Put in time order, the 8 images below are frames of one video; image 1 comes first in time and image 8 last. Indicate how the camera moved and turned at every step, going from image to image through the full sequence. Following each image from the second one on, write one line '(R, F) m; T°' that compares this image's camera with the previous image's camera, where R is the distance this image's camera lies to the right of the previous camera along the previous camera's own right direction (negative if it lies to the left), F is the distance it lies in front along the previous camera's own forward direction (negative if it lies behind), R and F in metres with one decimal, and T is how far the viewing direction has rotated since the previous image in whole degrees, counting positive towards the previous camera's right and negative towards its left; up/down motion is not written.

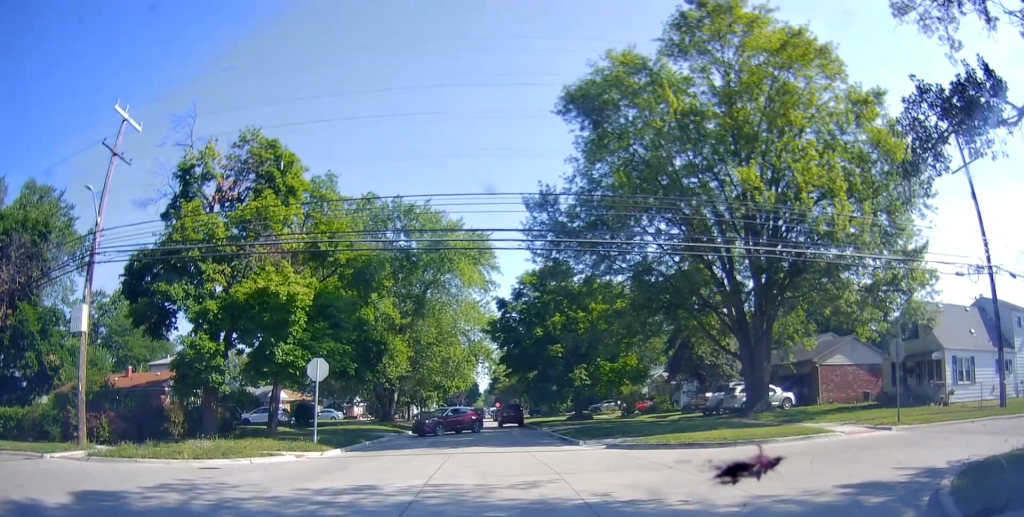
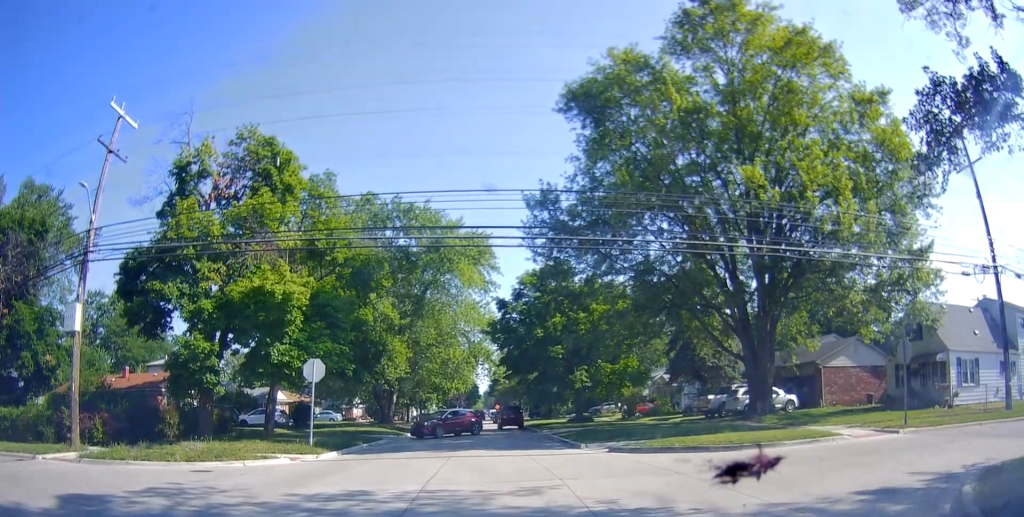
(0.0, +1.0) m; 0°
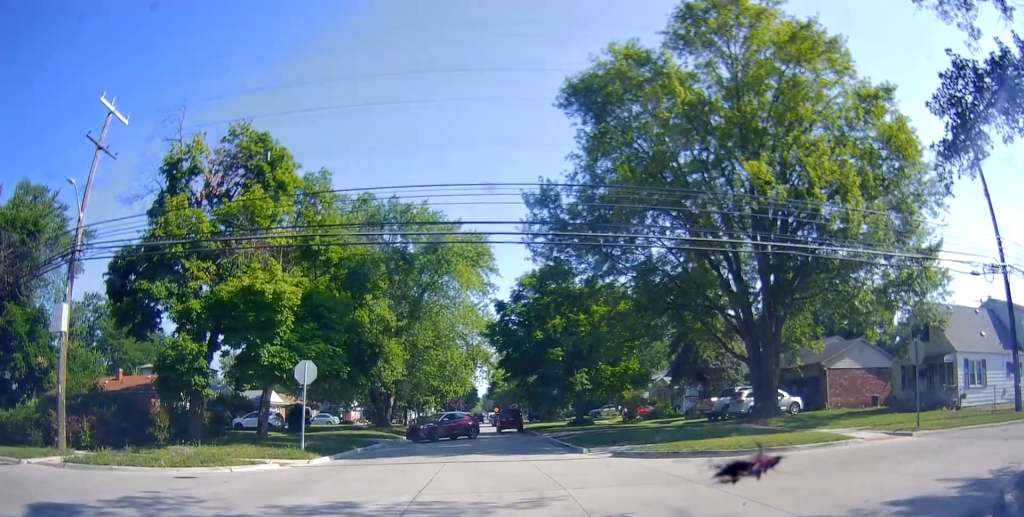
(0.0, +0.8) m; 0°
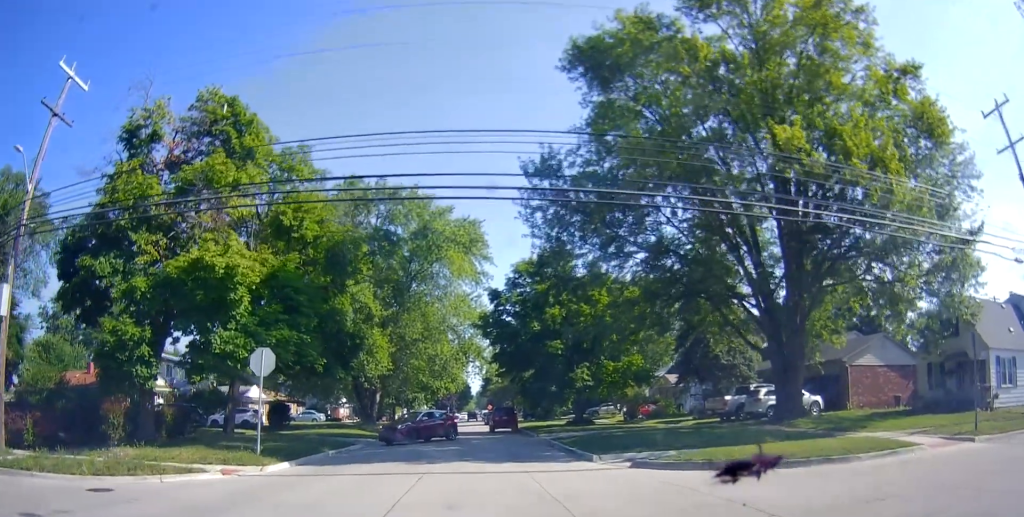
(0.0, +1.6) m; 0°
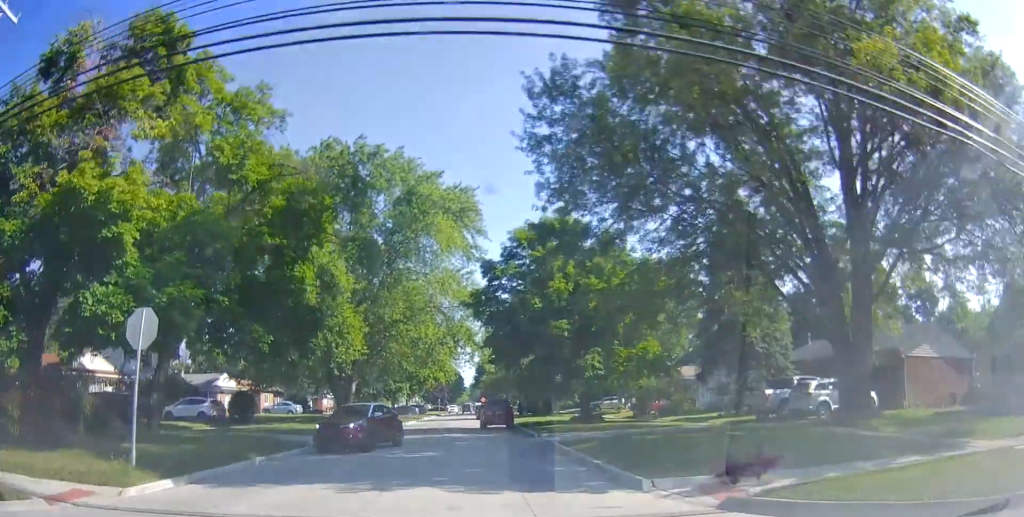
(0.0, +4.3) m; 0°
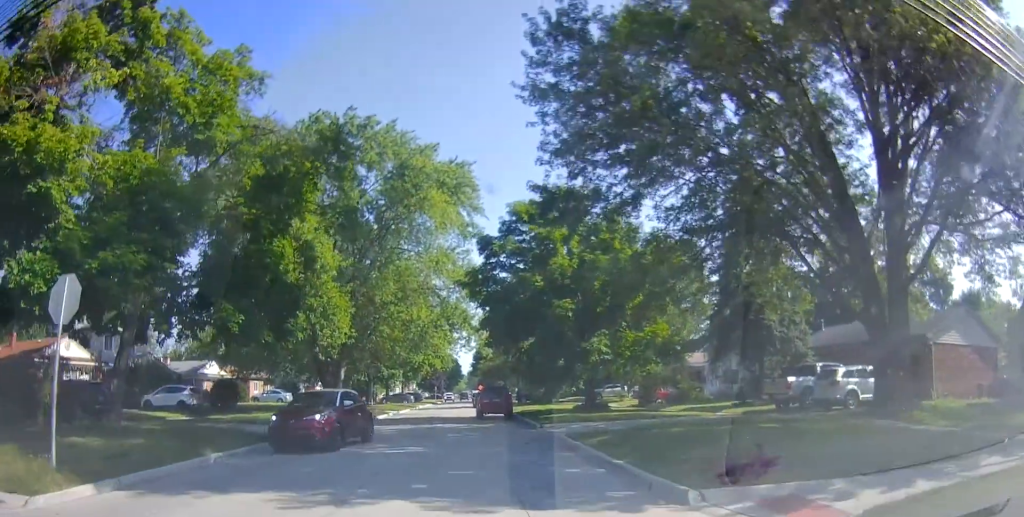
(0.0, +2.1) m; 0°
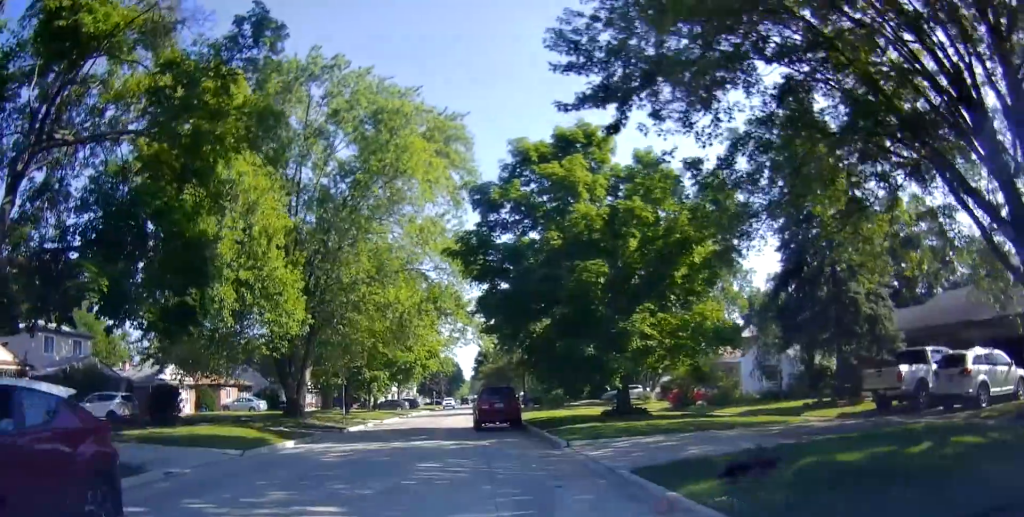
(0.0, +7.1) m; 0°
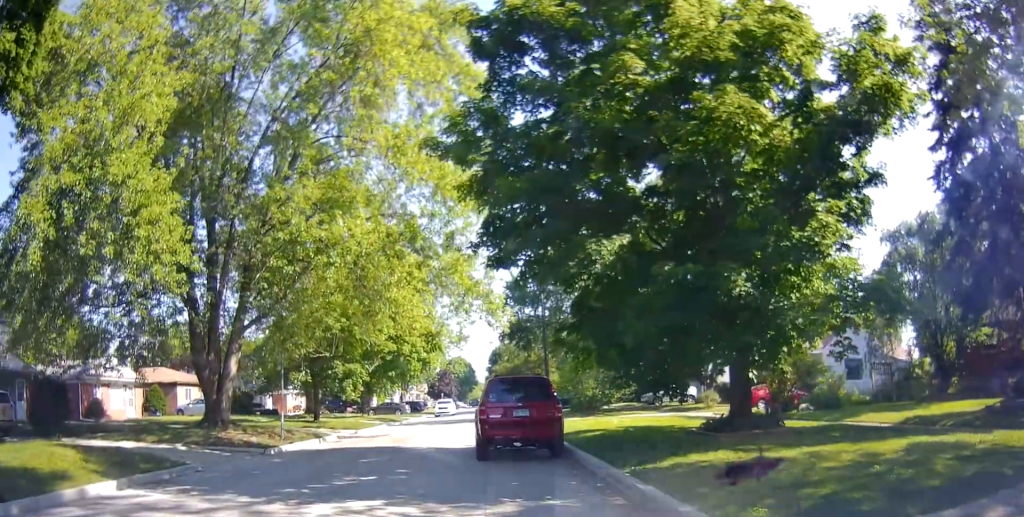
(0.0, +12.2) m; 0°
